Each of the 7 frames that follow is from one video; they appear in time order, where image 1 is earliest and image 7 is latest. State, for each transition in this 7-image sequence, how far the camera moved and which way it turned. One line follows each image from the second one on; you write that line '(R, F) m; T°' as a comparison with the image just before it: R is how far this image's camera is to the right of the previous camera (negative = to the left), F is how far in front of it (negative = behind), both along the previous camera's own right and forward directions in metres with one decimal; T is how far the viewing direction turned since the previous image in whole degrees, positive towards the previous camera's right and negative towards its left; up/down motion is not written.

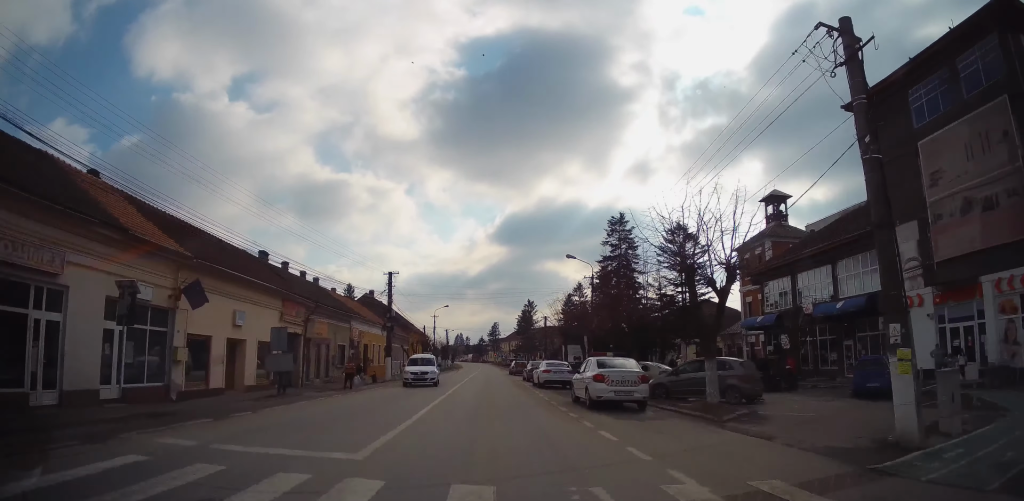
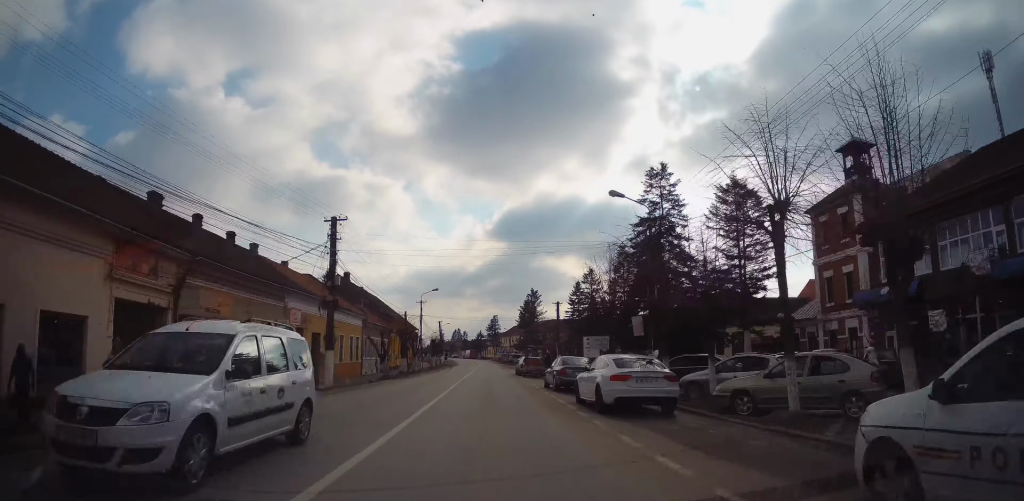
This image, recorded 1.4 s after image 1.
(+0.2, +14.6) m; 0°
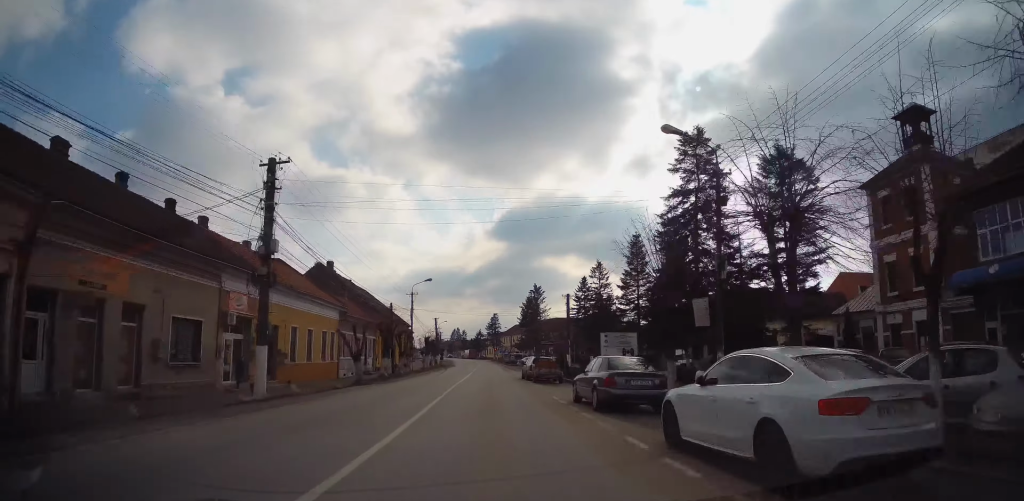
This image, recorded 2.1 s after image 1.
(-0.2, +7.5) m; 0°
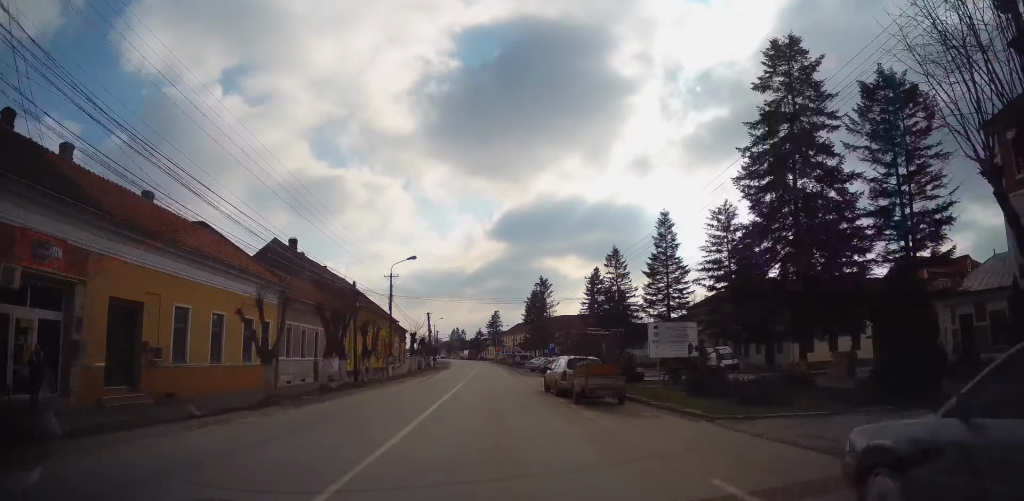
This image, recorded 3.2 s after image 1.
(+0.3, +12.5) m; +2°
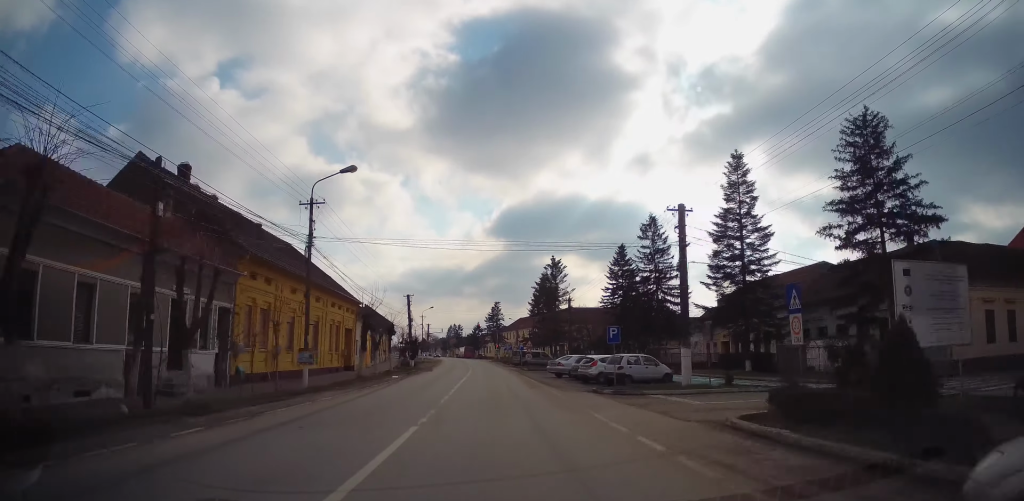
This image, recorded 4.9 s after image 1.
(-0.2, +19.3) m; -1°
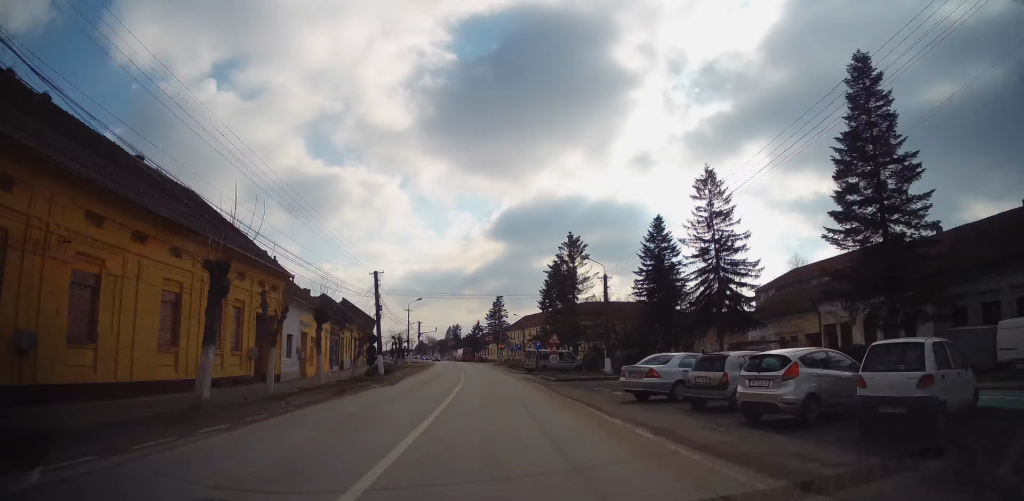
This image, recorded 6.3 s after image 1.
(0.0, +17.5) m; 0°
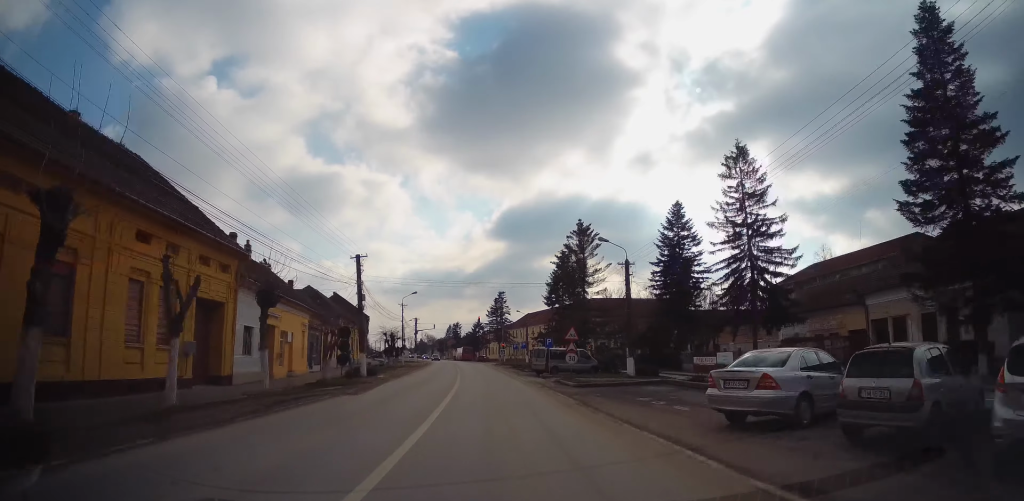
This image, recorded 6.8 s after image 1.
(0.0, +6.2) m; 0°
